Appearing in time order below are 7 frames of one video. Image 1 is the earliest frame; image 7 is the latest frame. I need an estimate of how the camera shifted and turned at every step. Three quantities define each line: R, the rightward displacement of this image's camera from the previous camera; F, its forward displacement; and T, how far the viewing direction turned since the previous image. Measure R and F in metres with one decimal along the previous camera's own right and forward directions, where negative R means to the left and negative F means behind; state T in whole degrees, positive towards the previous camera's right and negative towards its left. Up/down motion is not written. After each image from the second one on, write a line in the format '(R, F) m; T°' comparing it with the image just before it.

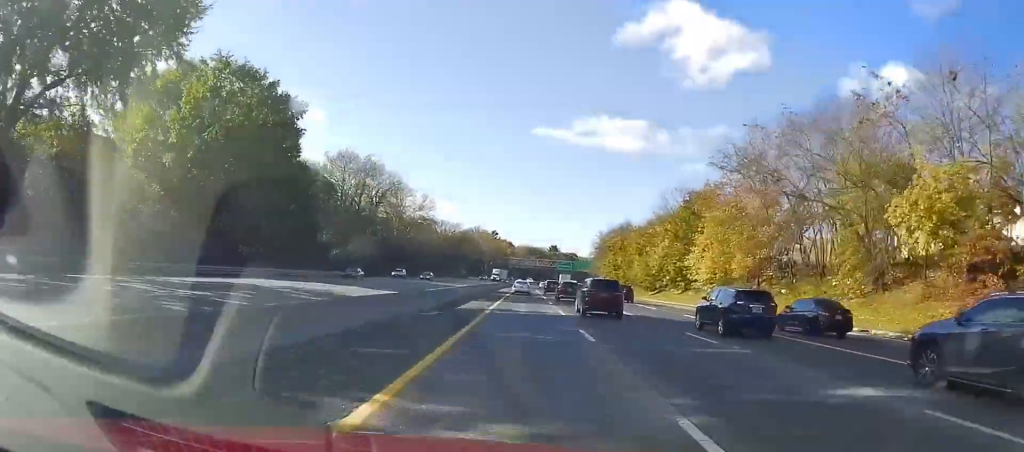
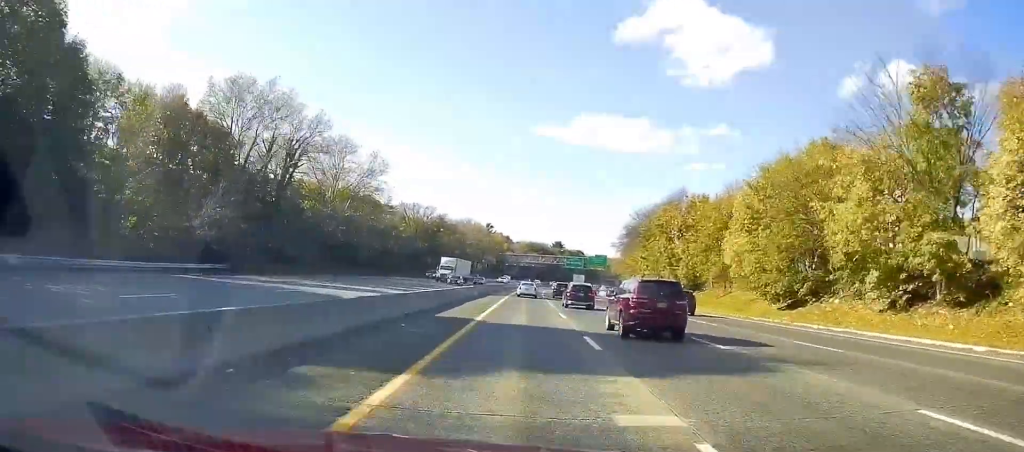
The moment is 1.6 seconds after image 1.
(+0.2, +49.6) m; 0°
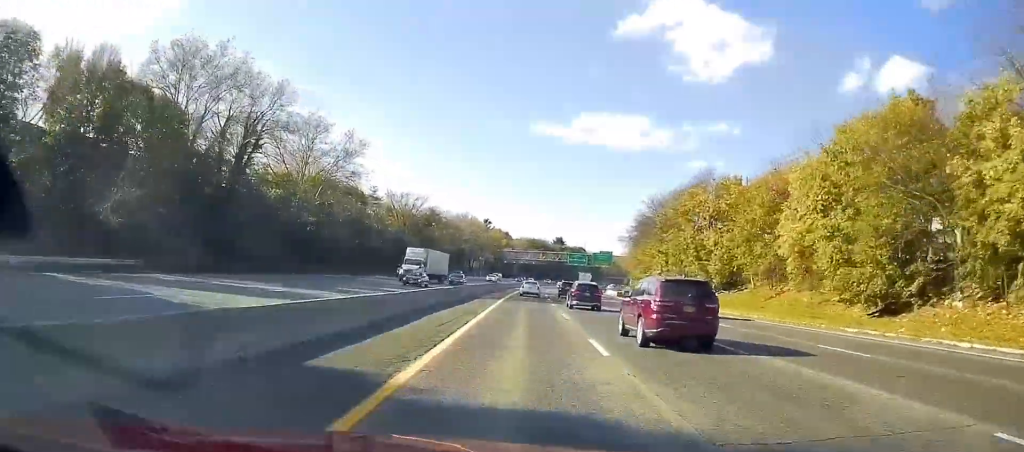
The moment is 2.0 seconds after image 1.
(0.0, +13.8) m; 0°
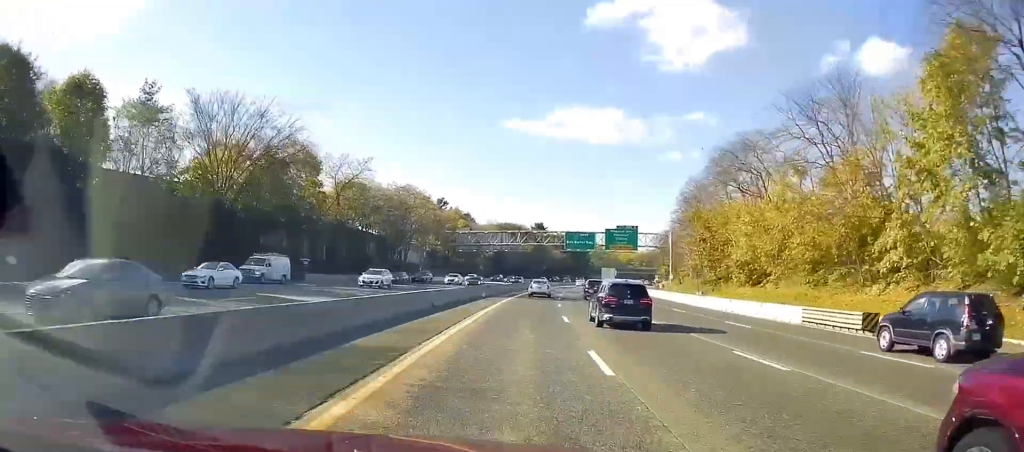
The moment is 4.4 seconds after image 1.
(-0.2, +75.9) m; +1°
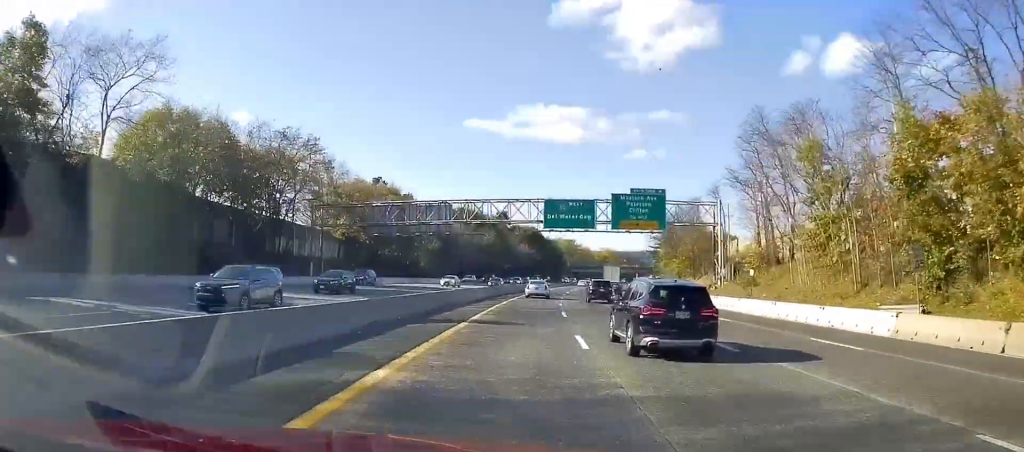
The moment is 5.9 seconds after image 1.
(+1.0, +45.4) m; +3°
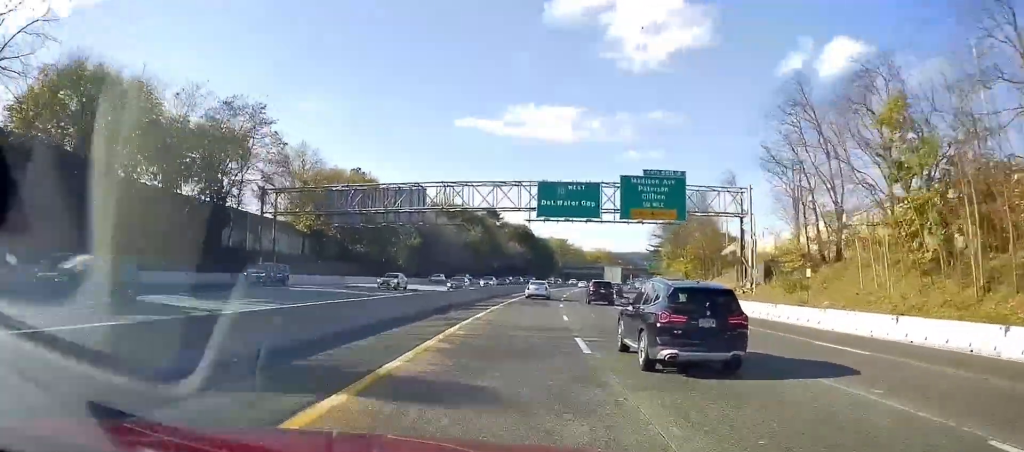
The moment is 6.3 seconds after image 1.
(0.0, +12.2) m; +1°
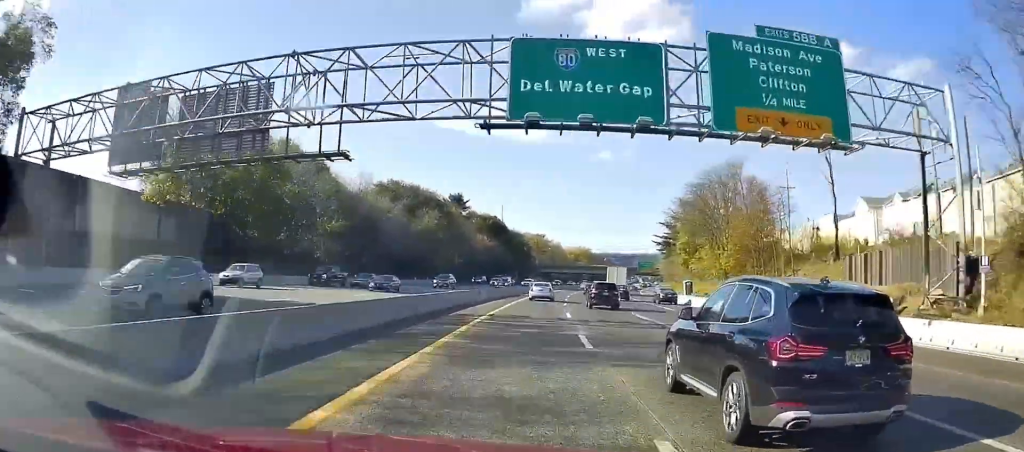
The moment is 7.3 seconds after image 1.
(+0.7, +32.5) m; +3°
